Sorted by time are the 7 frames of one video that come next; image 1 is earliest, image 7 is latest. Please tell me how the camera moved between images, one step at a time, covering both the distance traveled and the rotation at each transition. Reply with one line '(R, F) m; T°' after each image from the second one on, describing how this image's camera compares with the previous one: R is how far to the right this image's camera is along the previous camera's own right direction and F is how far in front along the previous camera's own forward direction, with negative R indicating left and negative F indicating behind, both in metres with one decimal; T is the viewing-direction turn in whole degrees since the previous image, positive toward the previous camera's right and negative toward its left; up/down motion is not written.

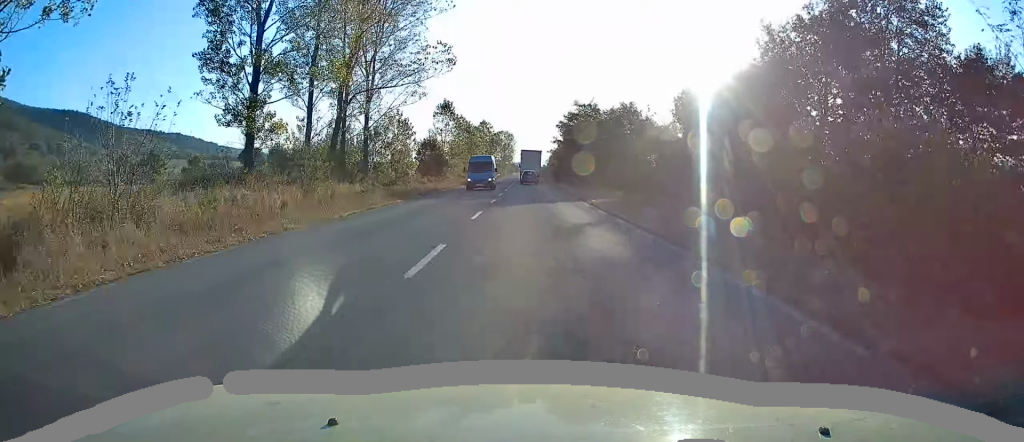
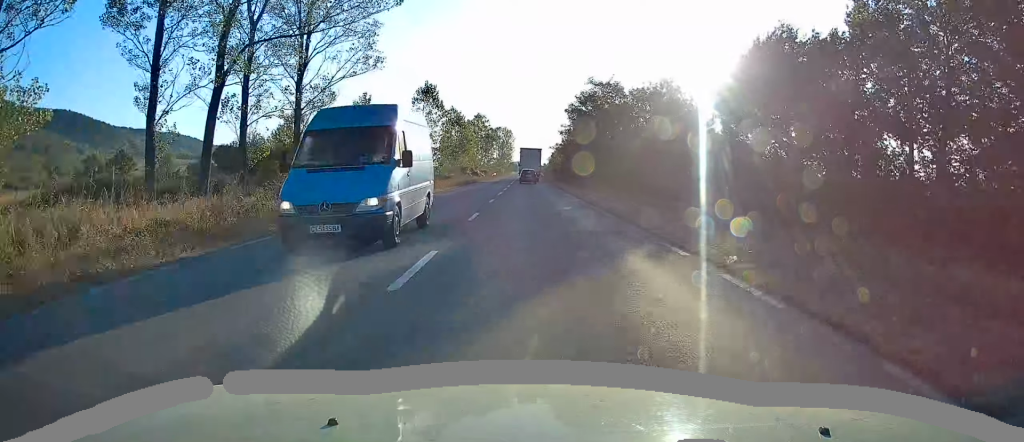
(+0.2, +18.5) m; 0°
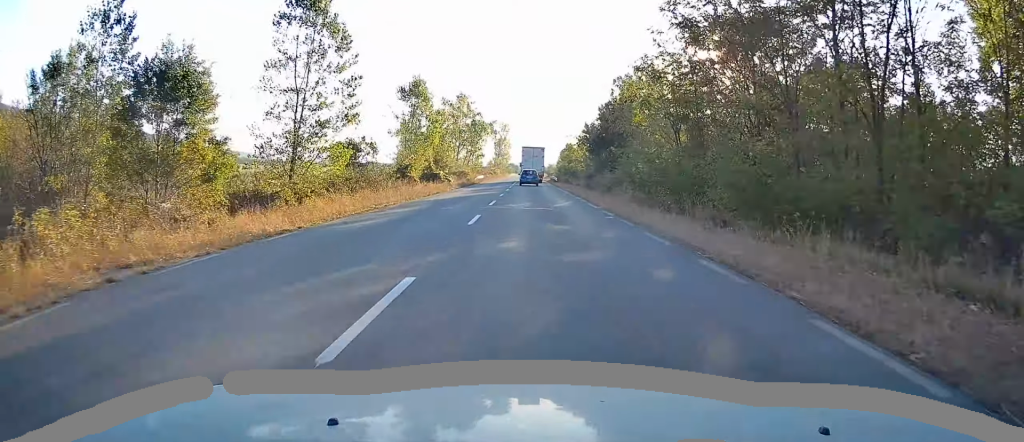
(-0.5, +46.8) m; -1°
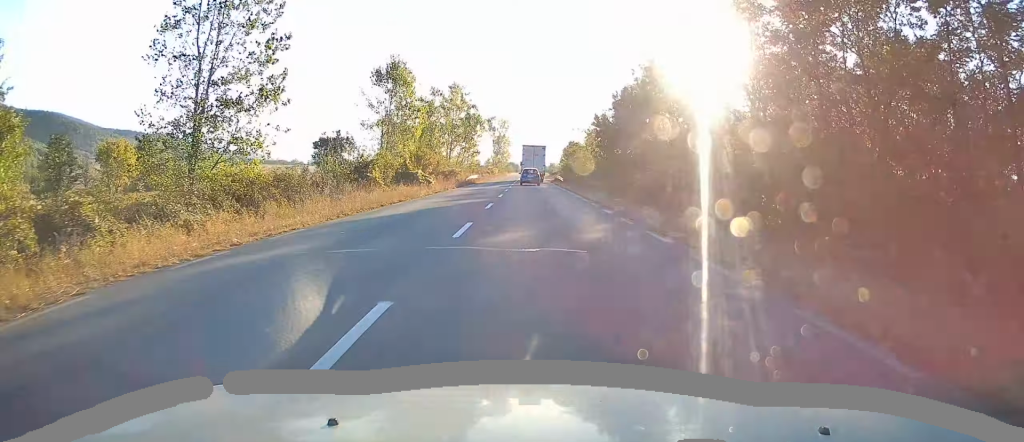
(0.0, +11.8) m; 0°
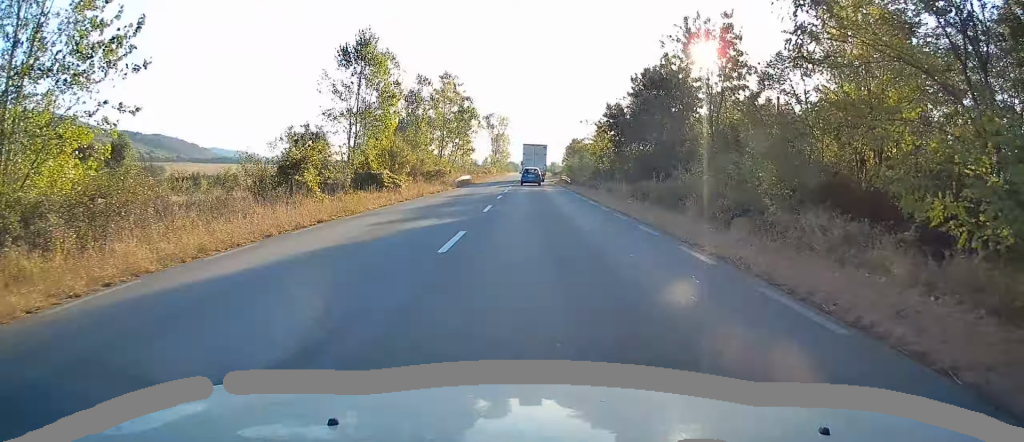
(0.0, +11.0) m; 0°
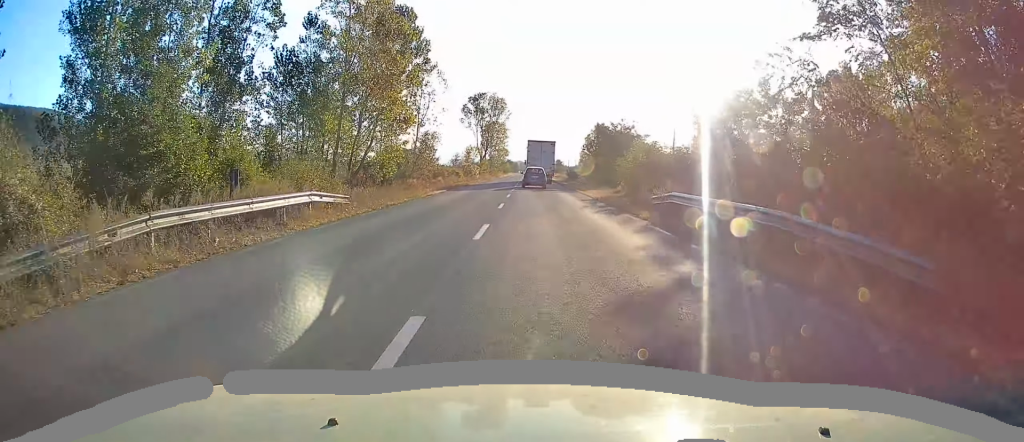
(+0.1, +52.0) m; 0°
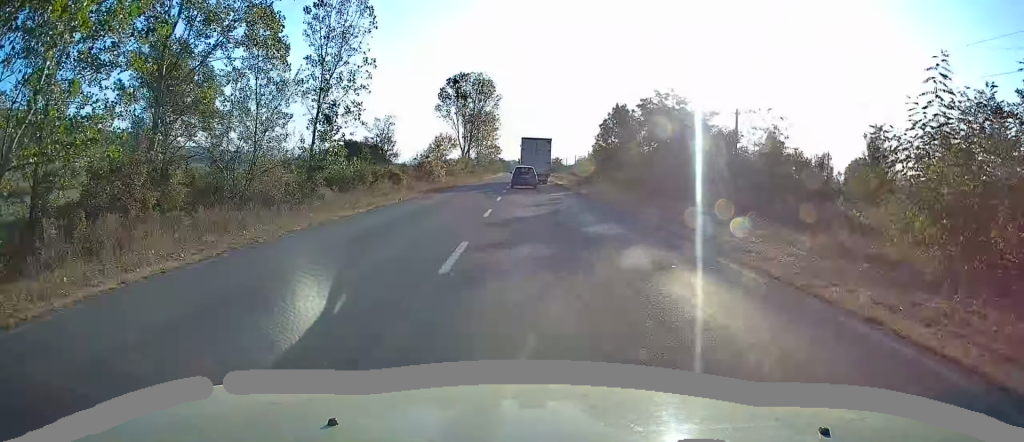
(-0.1, +30.7) m; +1°
